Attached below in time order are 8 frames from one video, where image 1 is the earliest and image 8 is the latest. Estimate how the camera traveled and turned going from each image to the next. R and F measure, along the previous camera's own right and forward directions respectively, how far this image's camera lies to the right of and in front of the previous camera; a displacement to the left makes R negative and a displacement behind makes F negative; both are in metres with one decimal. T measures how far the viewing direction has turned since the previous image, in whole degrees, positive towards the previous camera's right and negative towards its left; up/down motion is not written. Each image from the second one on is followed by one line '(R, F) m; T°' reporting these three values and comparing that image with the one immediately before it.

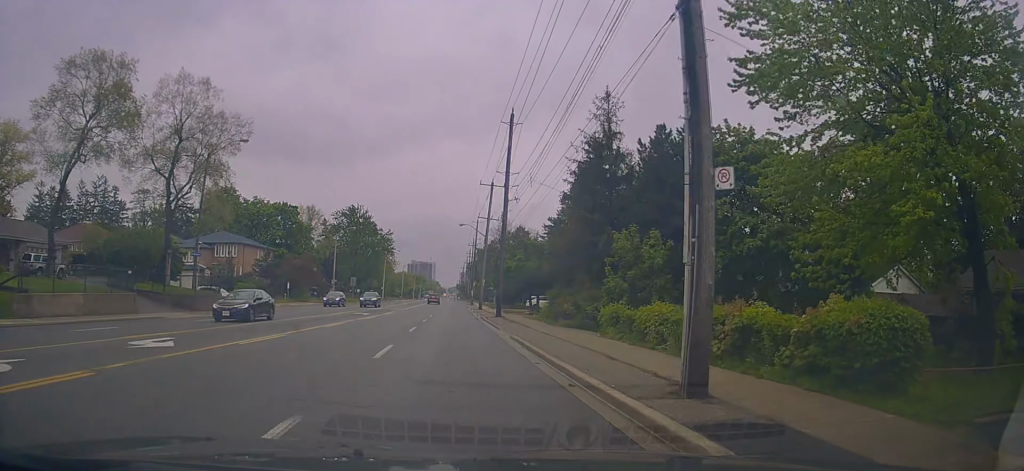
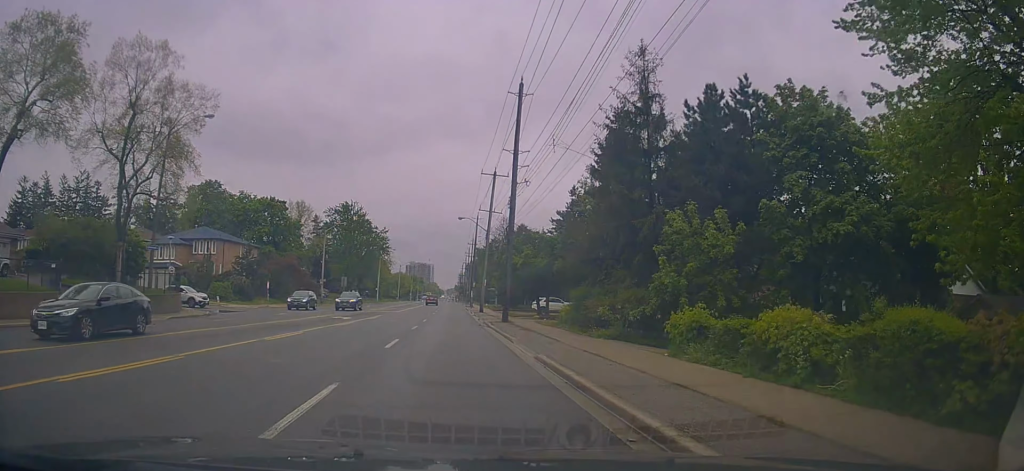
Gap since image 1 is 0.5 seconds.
(-0.1, +6.7) m; 0°
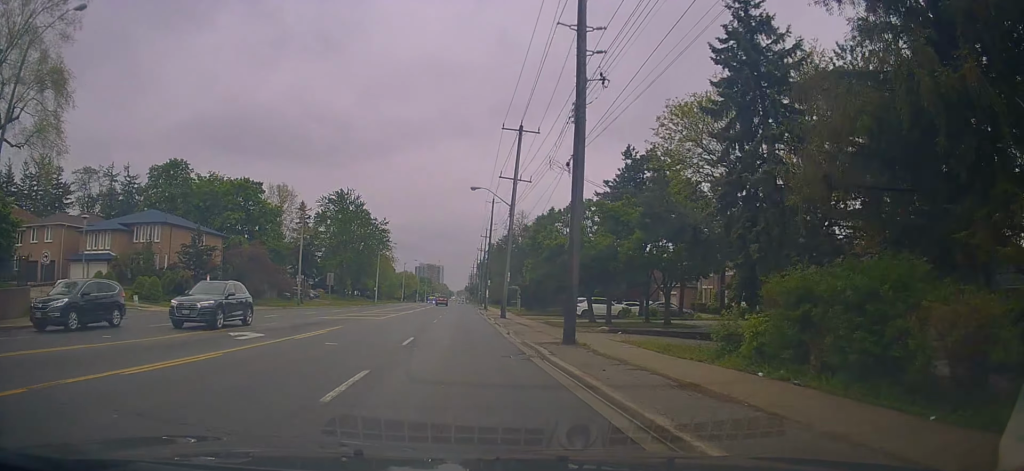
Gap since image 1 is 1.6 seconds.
(+0.4, +16.0) m; 0°
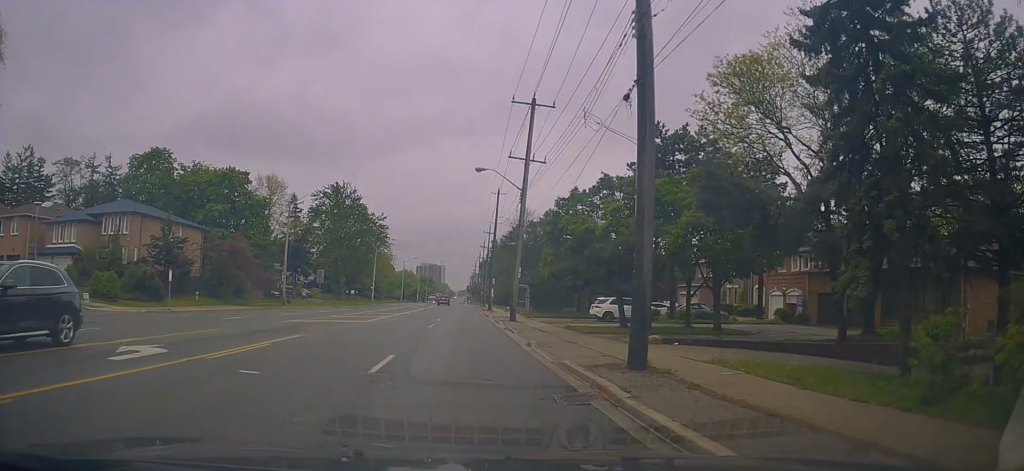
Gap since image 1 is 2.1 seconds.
(-0.1, +6.5) m; -1°
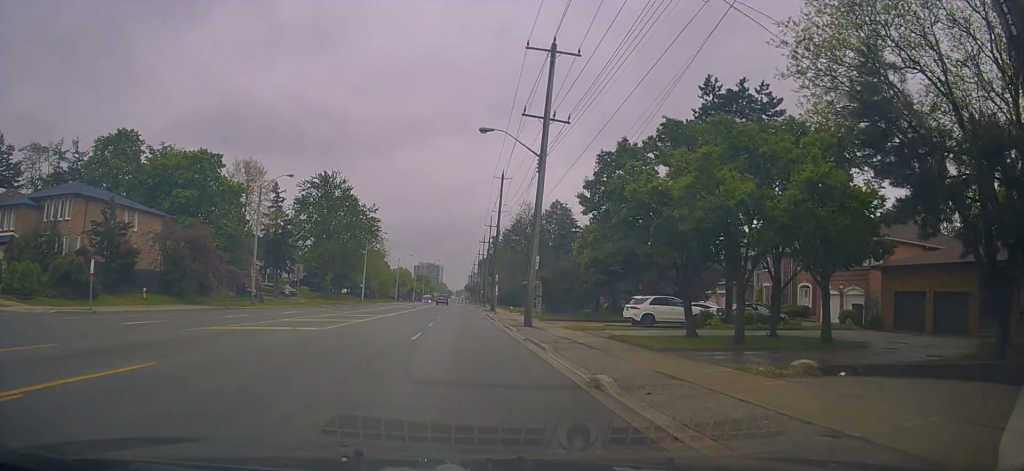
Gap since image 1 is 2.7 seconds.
(-0.1, +8.5) m; 0°
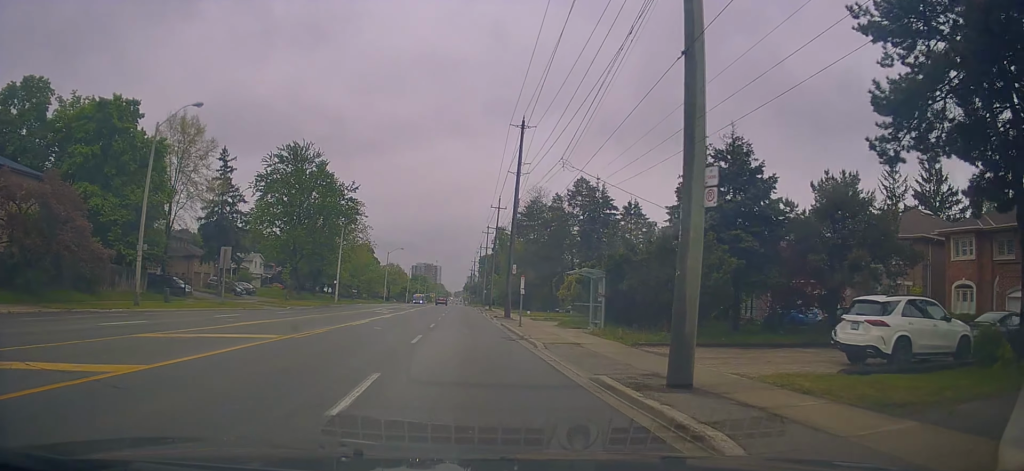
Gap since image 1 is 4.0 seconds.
(+0.3, +19.5) m; +2°
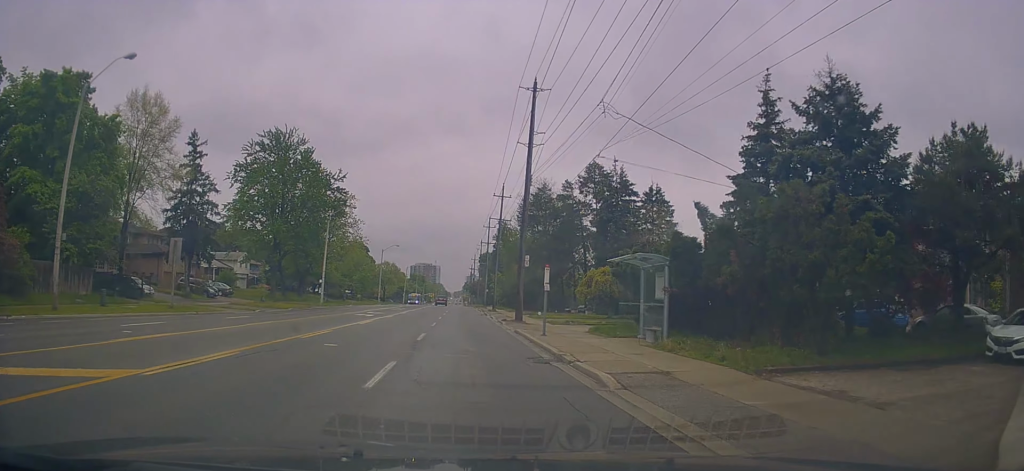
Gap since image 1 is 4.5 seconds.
(+0.1, +7.7) m; 0°
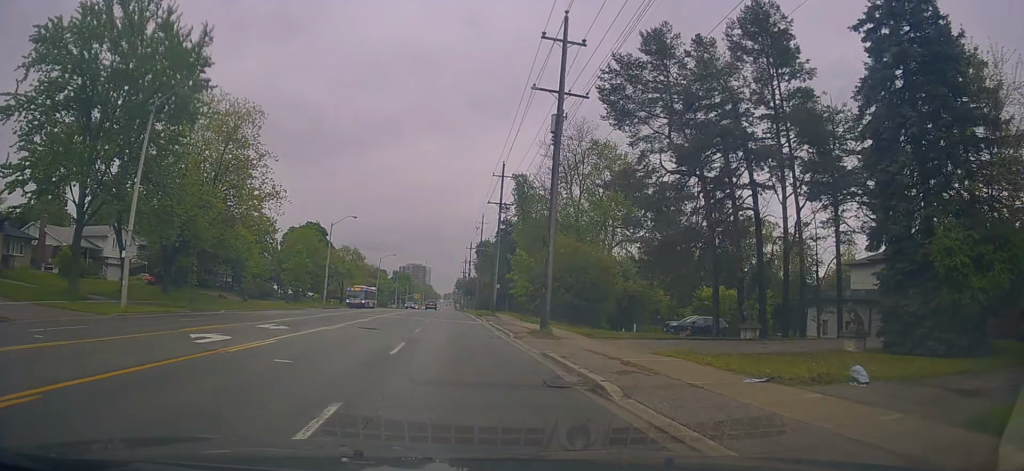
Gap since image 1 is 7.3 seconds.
(-1.3, +40.4) m; 0°
